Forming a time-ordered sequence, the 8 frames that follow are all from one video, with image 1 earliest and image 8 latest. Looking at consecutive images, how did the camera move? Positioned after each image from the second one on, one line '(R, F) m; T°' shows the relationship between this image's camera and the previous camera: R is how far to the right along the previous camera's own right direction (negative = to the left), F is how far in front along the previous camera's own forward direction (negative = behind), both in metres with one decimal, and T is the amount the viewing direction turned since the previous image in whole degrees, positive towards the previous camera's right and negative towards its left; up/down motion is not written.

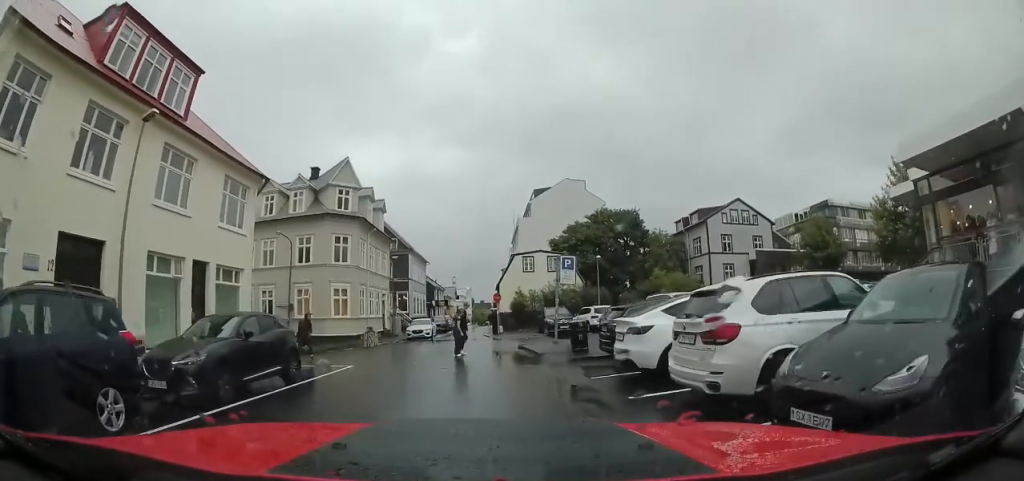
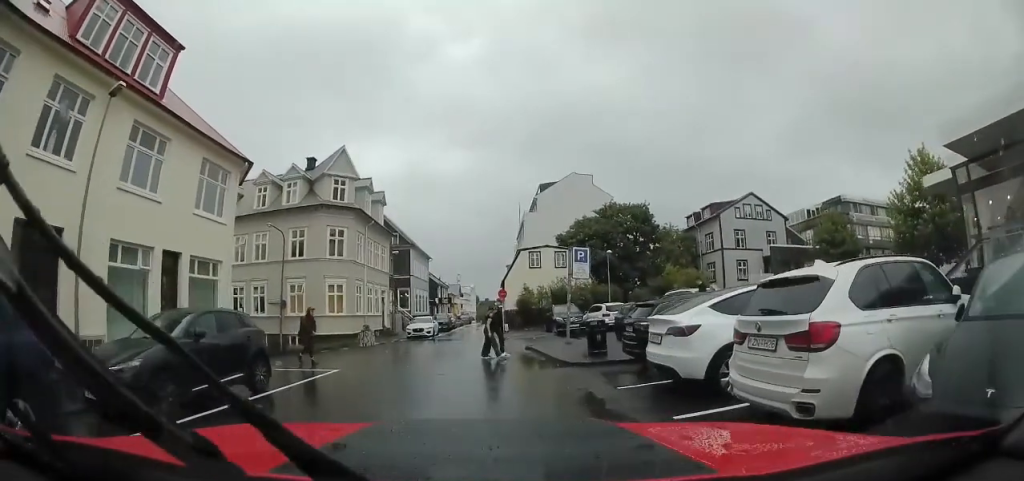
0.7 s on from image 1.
(-0.1, +1.5) m; -2°
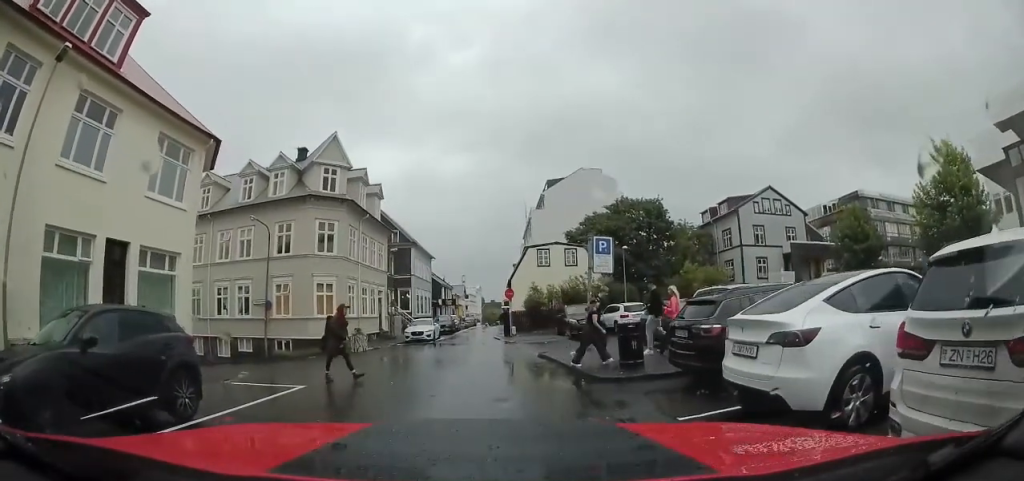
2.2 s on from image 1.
(0.0, +2.3) m; -2°
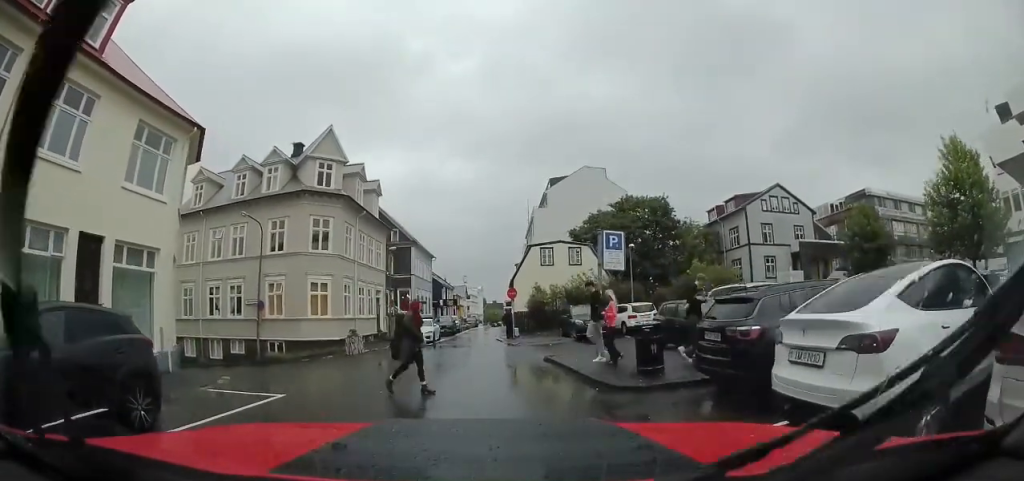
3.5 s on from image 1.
(+0.1, +0.8) m; 0°
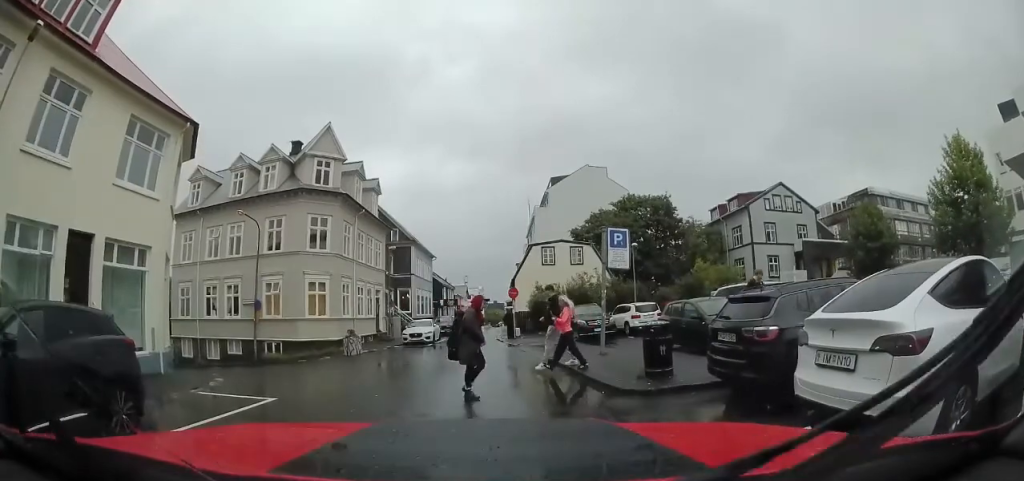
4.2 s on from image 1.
(+0.1, +0.4) m; 0°
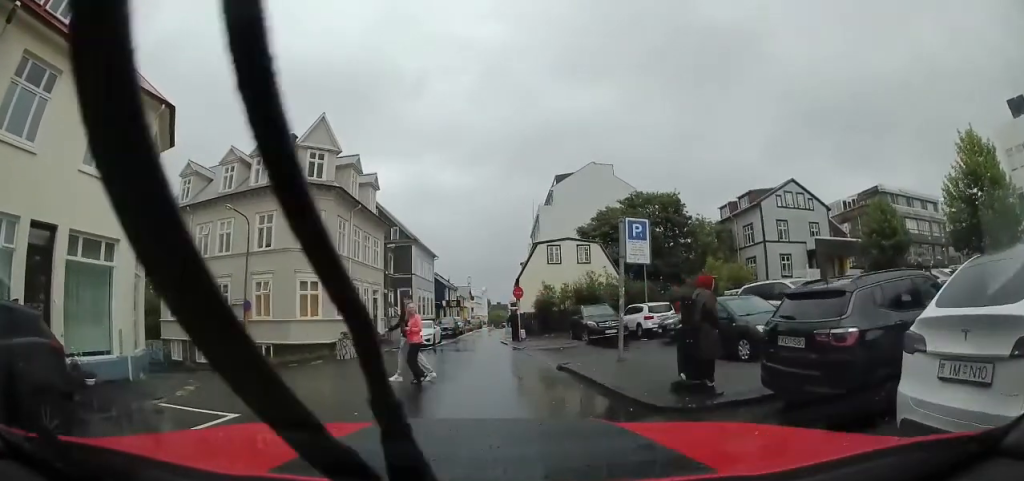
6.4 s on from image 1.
(-0.2, +1.6) m; 0°
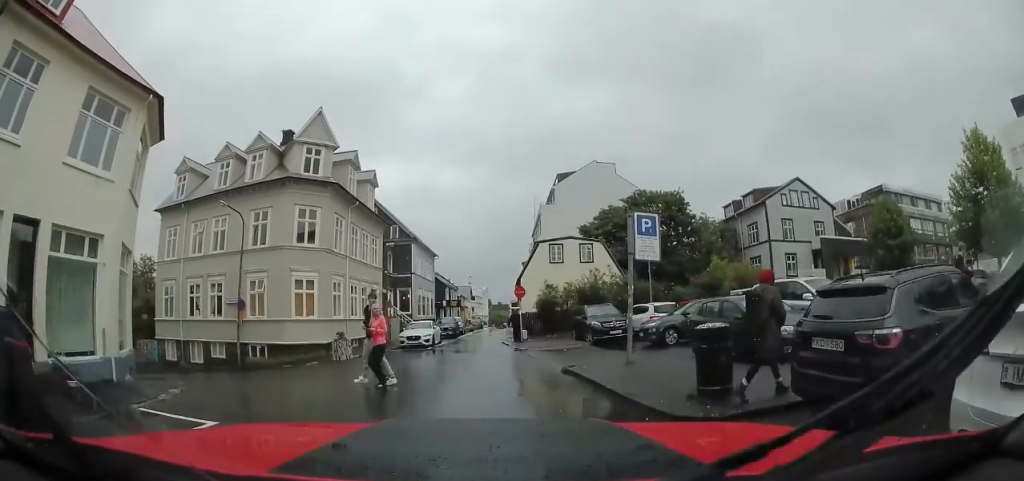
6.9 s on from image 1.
(+0.1, +0.5) m; 0°
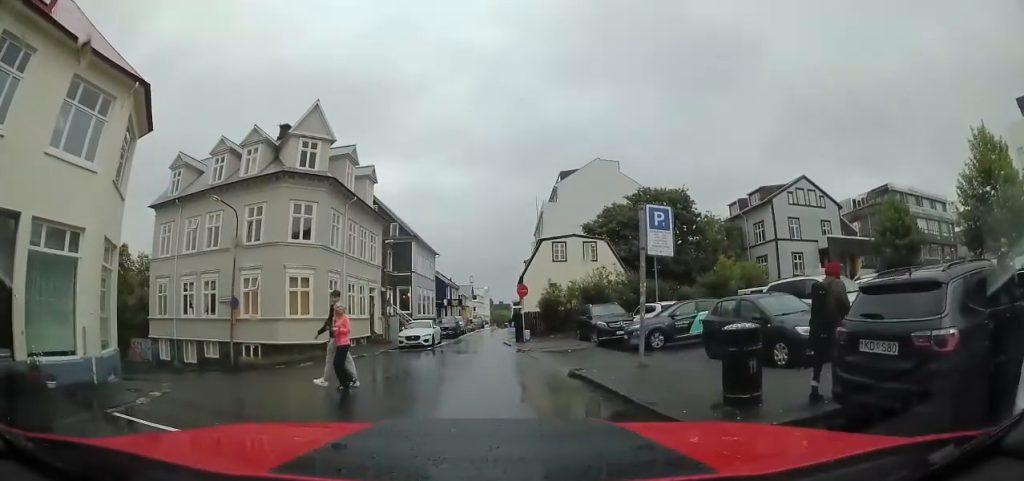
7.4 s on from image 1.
(0.0, +0.5) m; -1°
